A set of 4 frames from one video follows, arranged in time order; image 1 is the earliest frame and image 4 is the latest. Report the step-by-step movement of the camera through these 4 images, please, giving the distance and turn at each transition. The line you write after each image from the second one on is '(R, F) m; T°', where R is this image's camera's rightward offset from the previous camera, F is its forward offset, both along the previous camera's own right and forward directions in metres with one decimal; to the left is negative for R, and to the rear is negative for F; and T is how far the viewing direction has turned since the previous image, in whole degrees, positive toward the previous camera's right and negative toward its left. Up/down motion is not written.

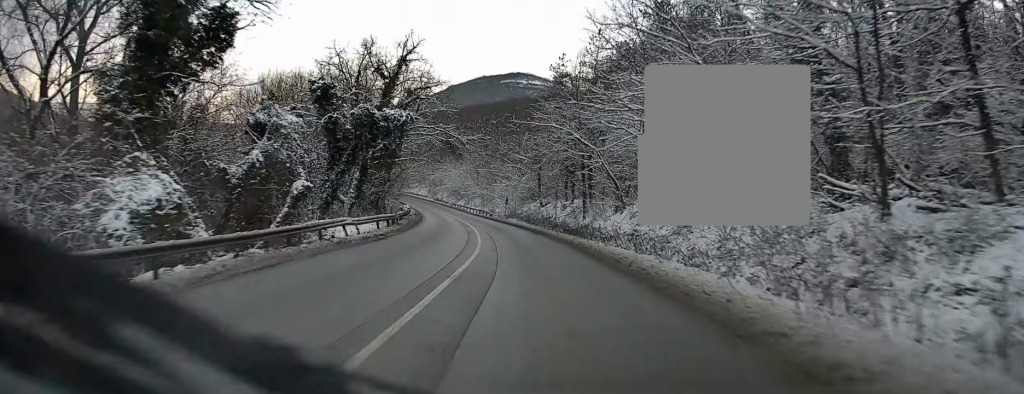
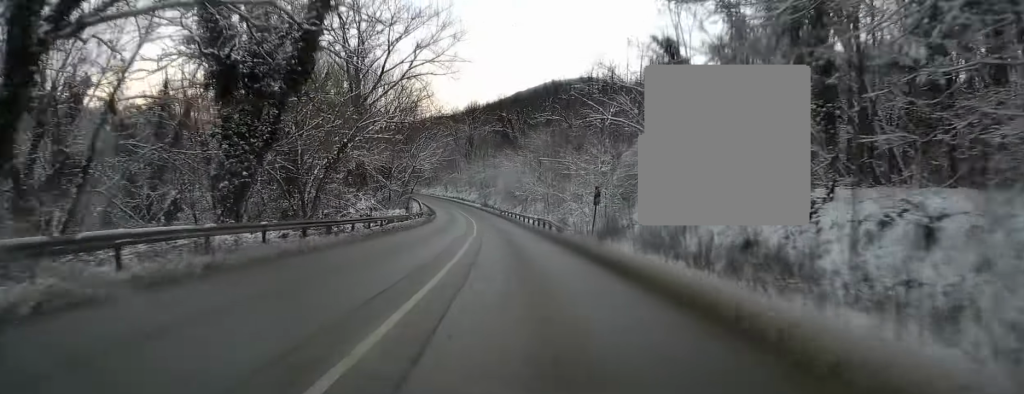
(-1.0, +42.1) m; -4°
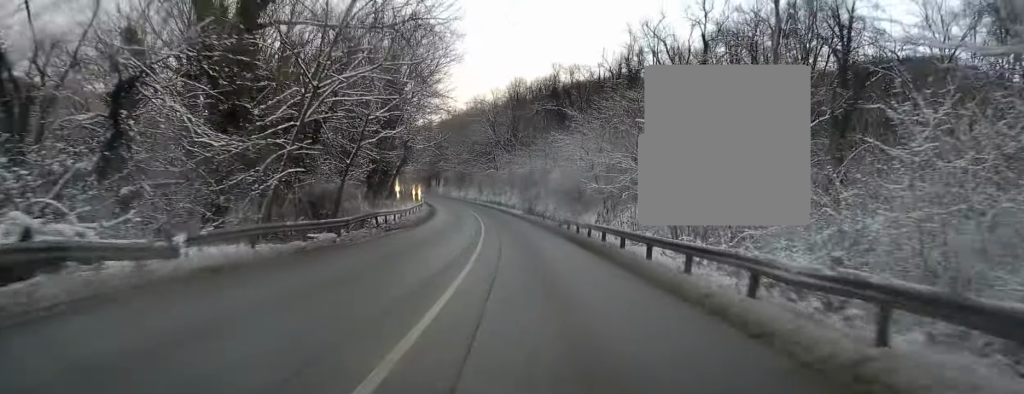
(-2.1, +40.9) m; -5°
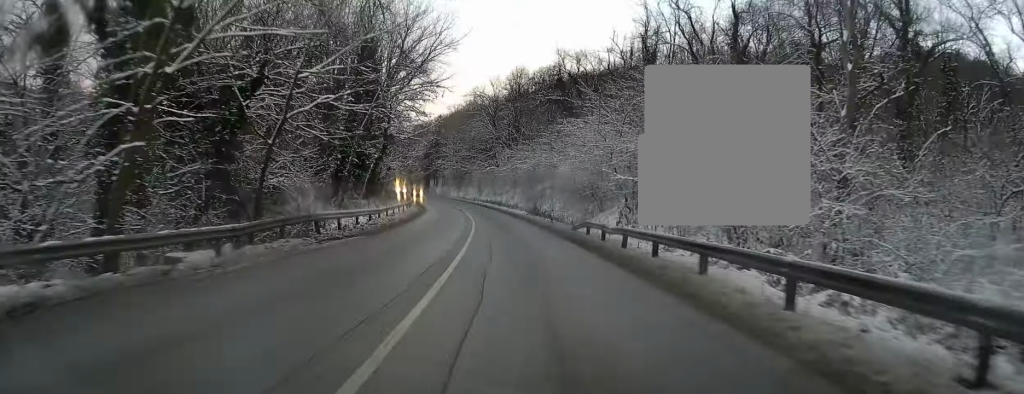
(0.0, +9.2) m; -1°
